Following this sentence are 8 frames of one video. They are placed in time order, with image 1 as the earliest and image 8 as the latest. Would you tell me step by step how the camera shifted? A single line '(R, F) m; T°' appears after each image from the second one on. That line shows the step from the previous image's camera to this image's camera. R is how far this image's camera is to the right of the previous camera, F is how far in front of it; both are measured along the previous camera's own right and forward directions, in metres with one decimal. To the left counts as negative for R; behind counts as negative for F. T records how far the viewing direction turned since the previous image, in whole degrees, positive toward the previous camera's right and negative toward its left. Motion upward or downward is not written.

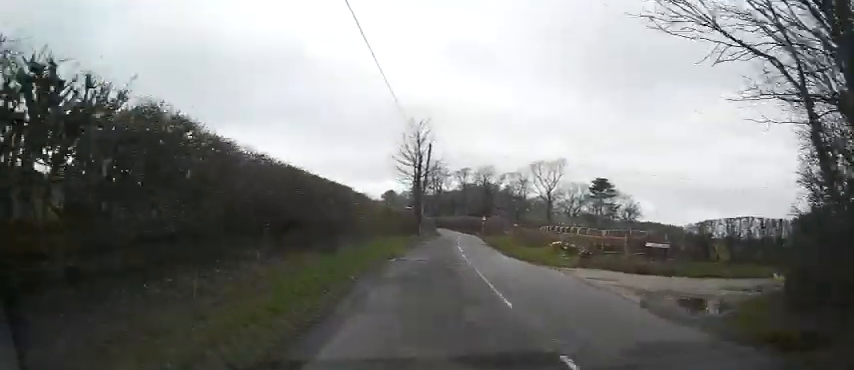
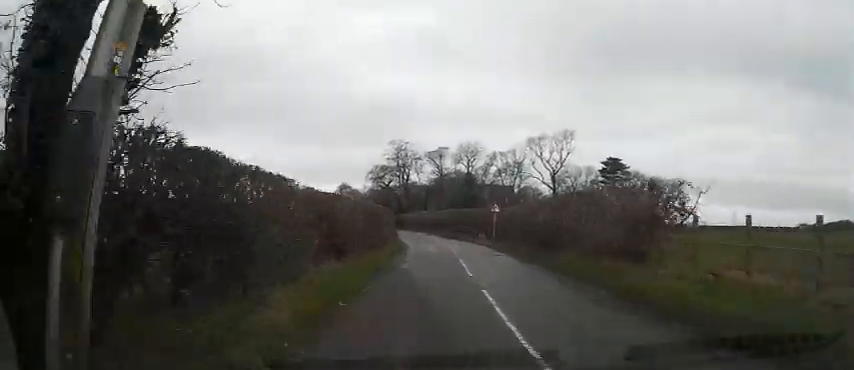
(+1.2, +38.3) m; +3°
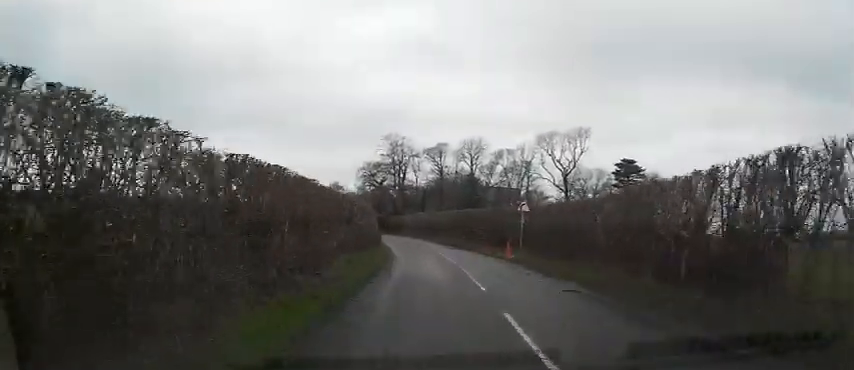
(0.0, +11.0) m; -1°
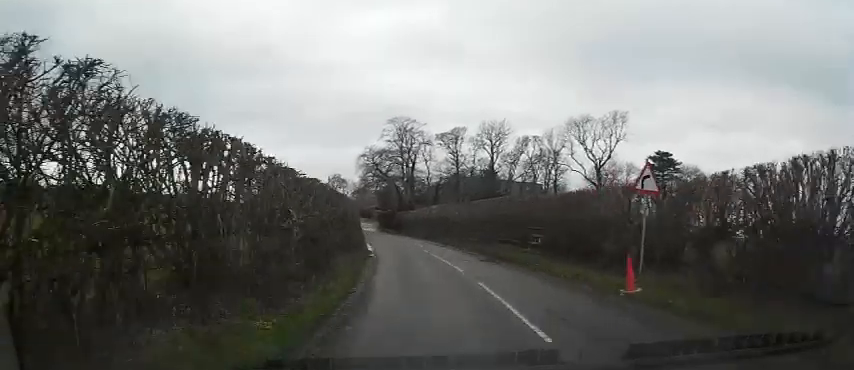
(-0.2, +13.6) m; -2°
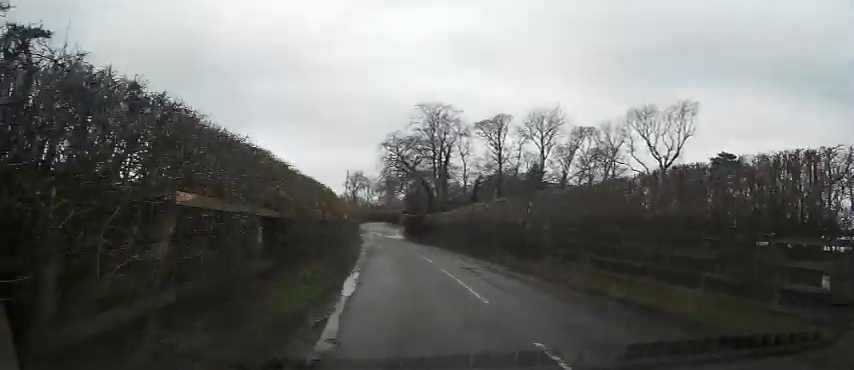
(-0.2, +14.3) m; -2°
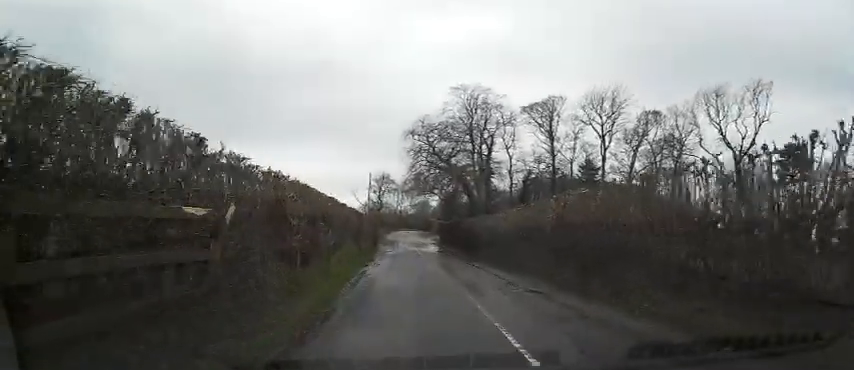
(-0.2, +12.0) m; -2°
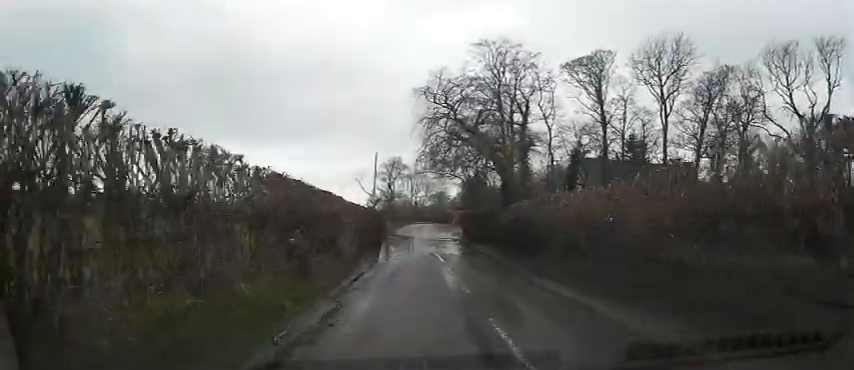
(-0.3, +12.4) m; -4°
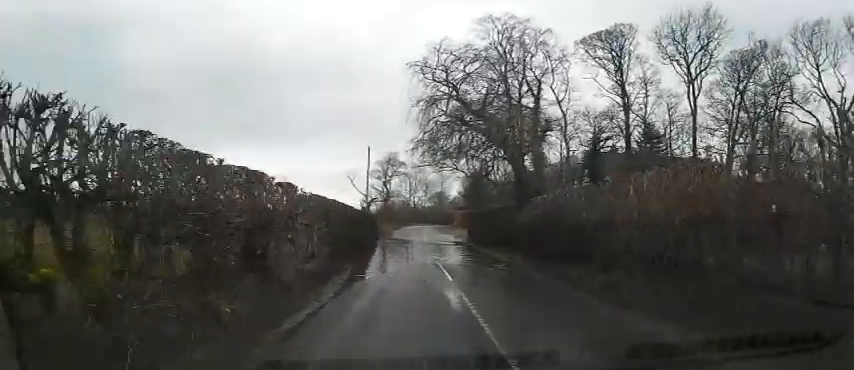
(0.0, +5.8) m; -2°
